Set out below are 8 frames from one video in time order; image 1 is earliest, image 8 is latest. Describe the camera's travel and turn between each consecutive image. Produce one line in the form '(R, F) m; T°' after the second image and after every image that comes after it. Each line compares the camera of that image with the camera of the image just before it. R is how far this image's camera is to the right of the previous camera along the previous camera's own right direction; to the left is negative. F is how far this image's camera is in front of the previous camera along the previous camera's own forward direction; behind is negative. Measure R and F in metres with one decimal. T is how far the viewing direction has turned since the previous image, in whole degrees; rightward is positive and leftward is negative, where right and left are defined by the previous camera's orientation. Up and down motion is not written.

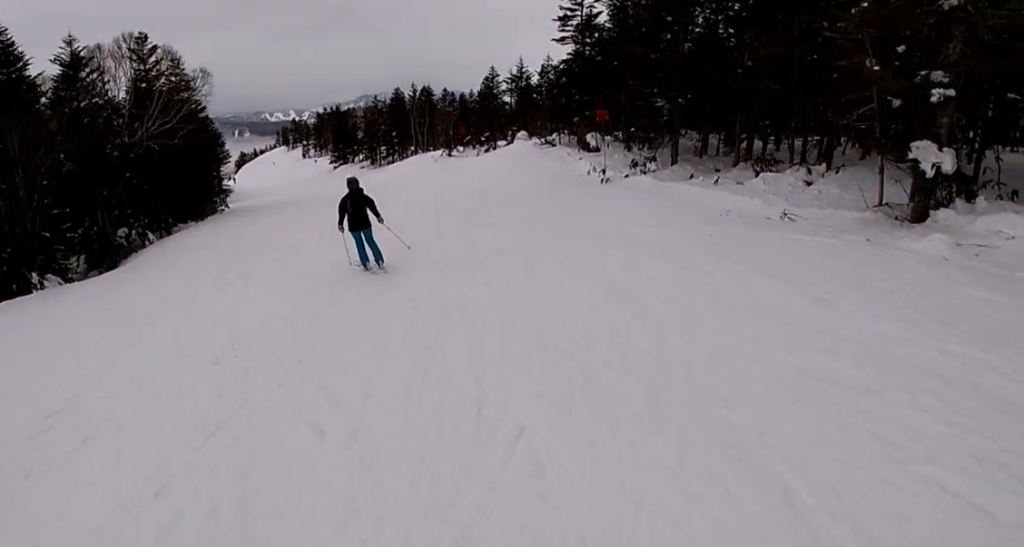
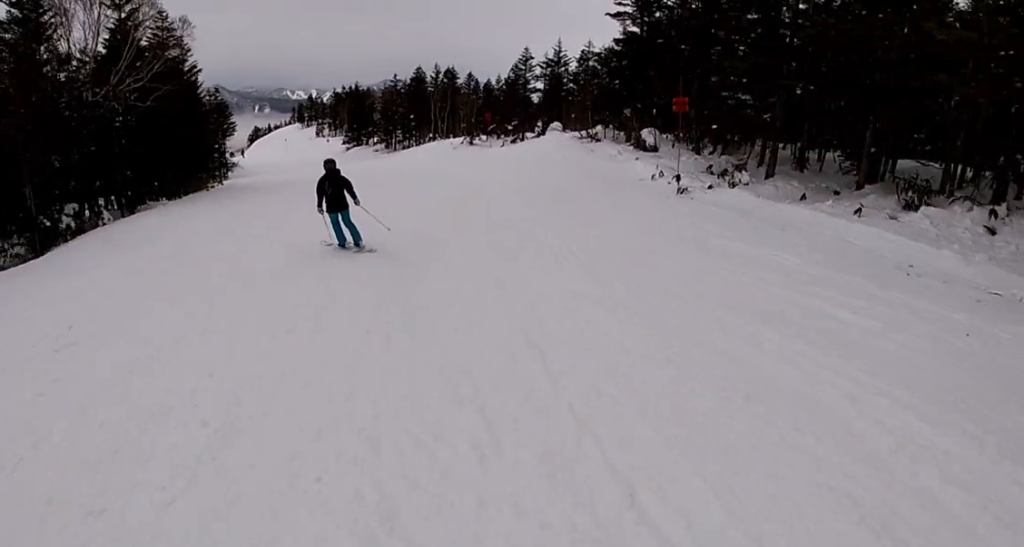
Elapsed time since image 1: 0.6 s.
(0.0, +5.4) m; -3°
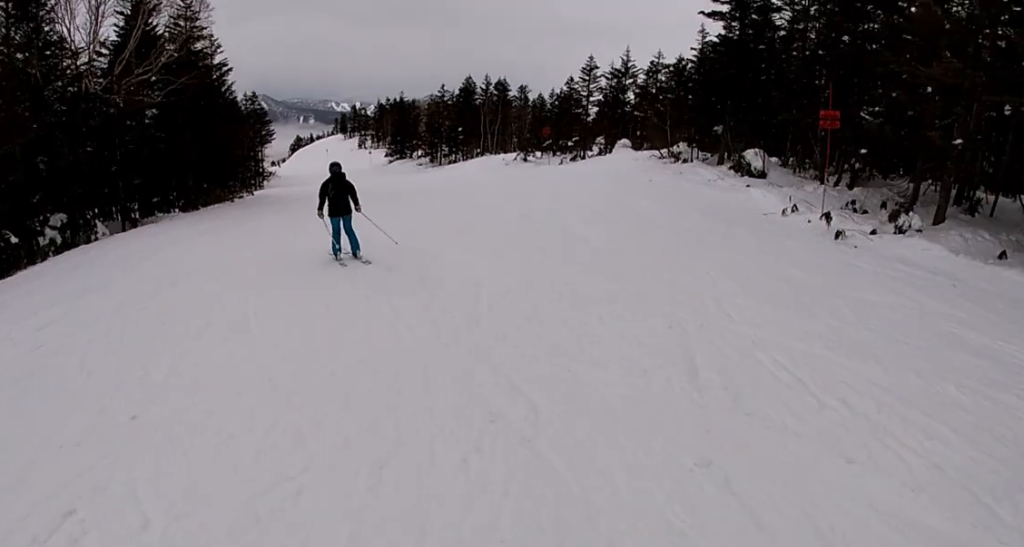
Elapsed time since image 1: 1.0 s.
(+0.2, +4.4) m; -3°
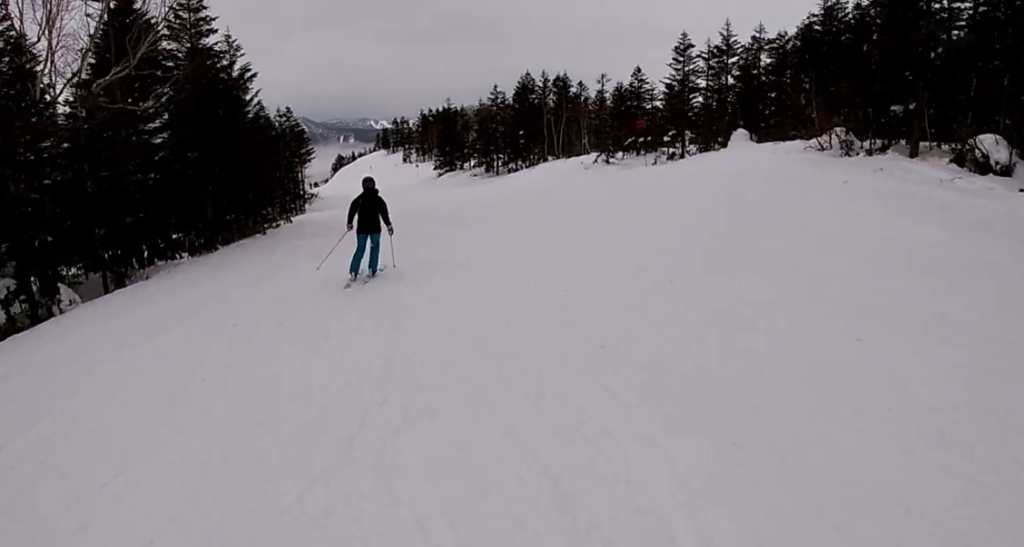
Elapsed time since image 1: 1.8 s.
(-0.6, +6.9) m; -1°
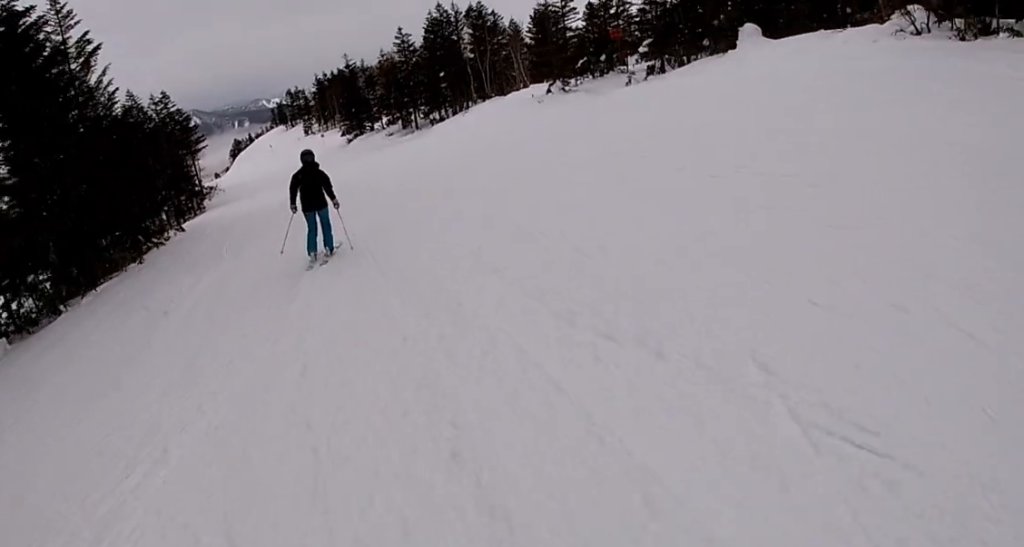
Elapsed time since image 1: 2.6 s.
(0.0, +7.7) m; 0°
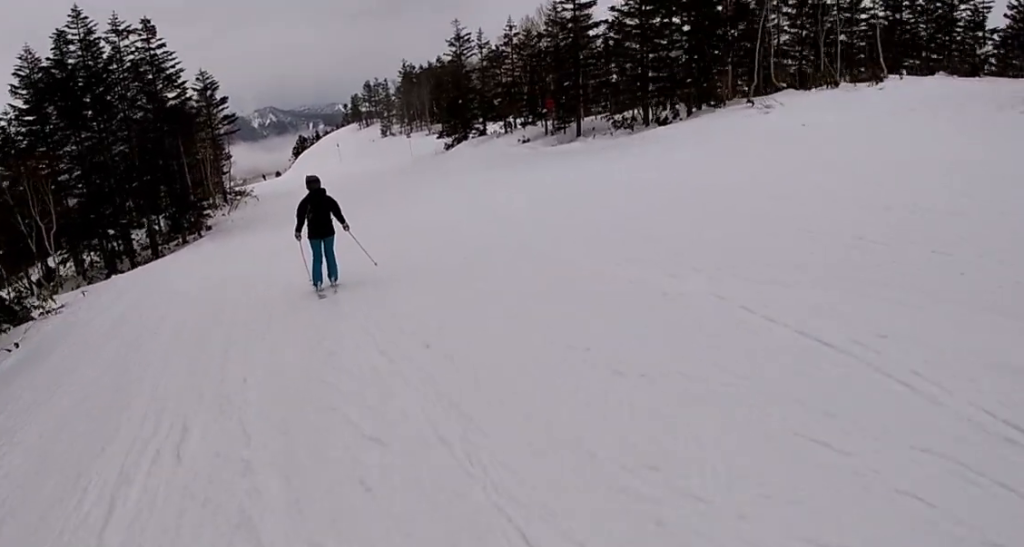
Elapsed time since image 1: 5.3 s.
(-1.6, +24.1) m; 0°
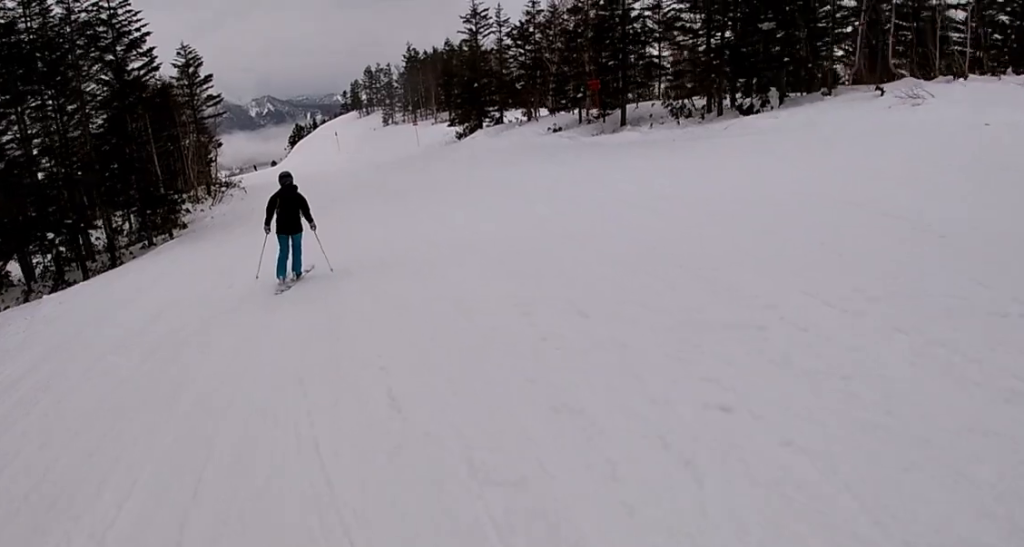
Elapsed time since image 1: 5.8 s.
(+0.7, +5.1) m; 0°
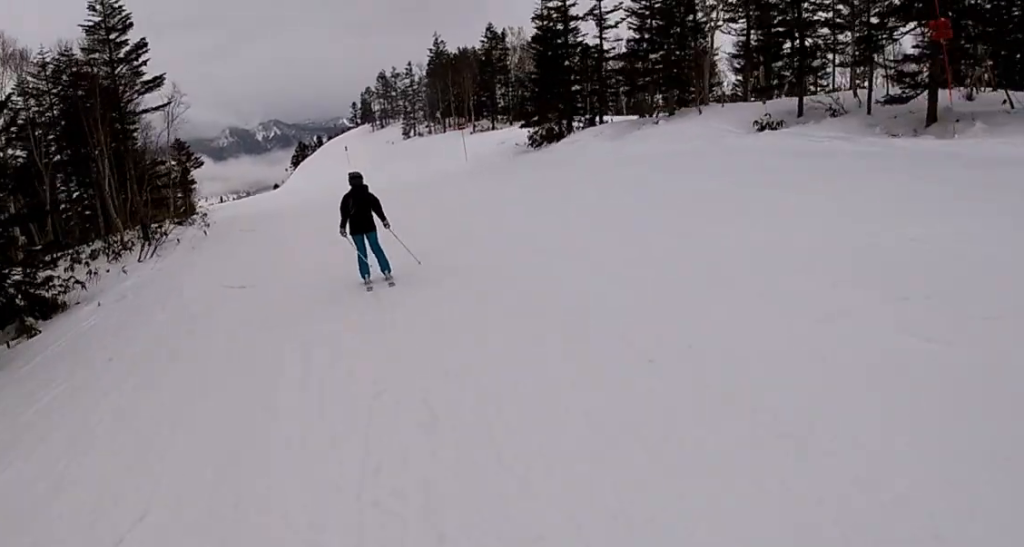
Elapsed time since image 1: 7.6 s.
(-1.3, +15.9) m; -8°
